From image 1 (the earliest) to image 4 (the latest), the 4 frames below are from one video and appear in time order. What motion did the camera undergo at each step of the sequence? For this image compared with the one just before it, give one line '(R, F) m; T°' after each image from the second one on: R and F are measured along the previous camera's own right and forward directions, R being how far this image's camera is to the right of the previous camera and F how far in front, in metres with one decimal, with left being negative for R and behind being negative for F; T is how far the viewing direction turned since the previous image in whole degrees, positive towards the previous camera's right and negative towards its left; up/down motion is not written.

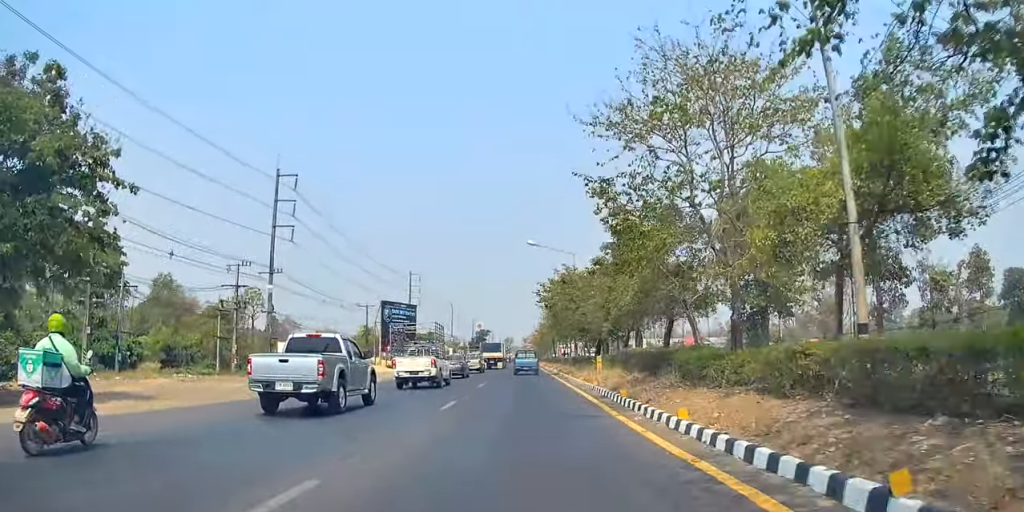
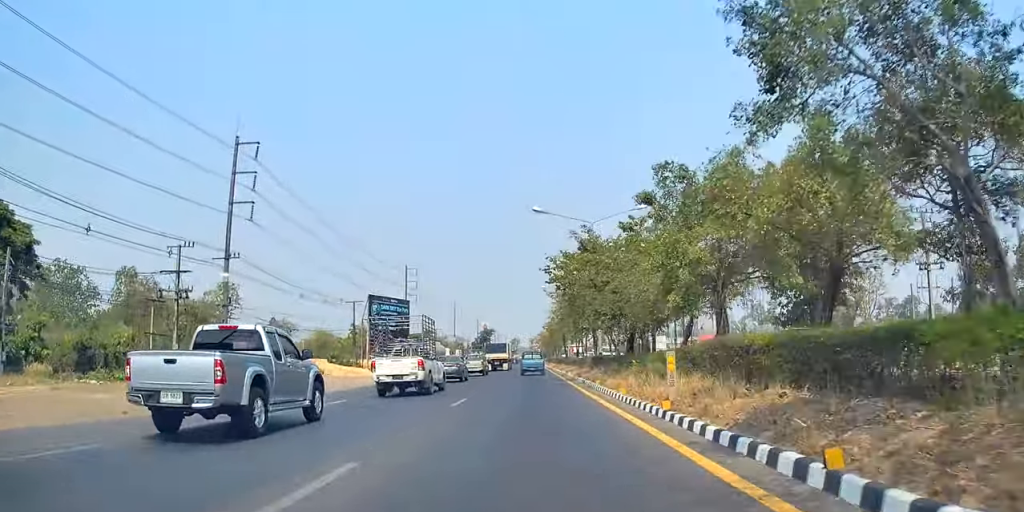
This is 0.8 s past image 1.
(-0.4, +11.0) m; -1°
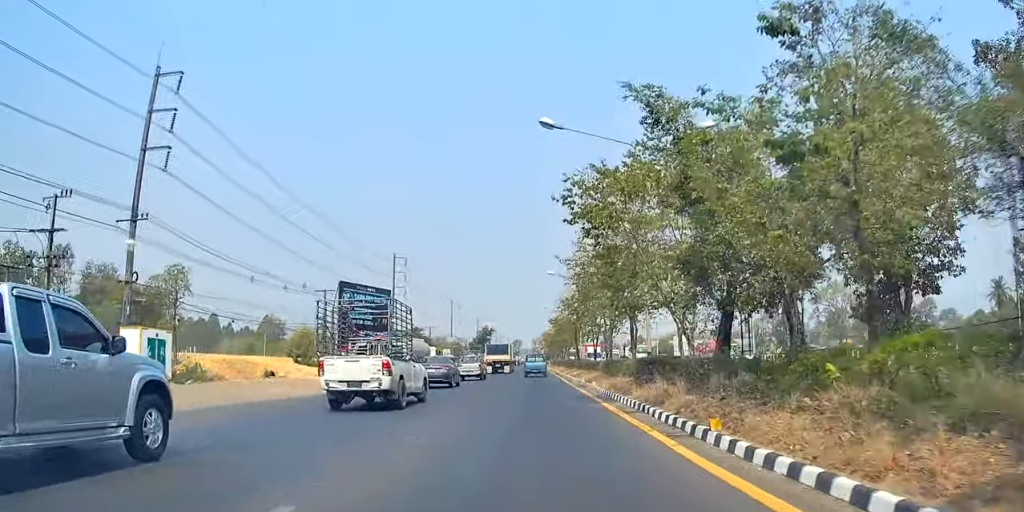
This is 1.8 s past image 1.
(+0.2, +14.3) m; 0°
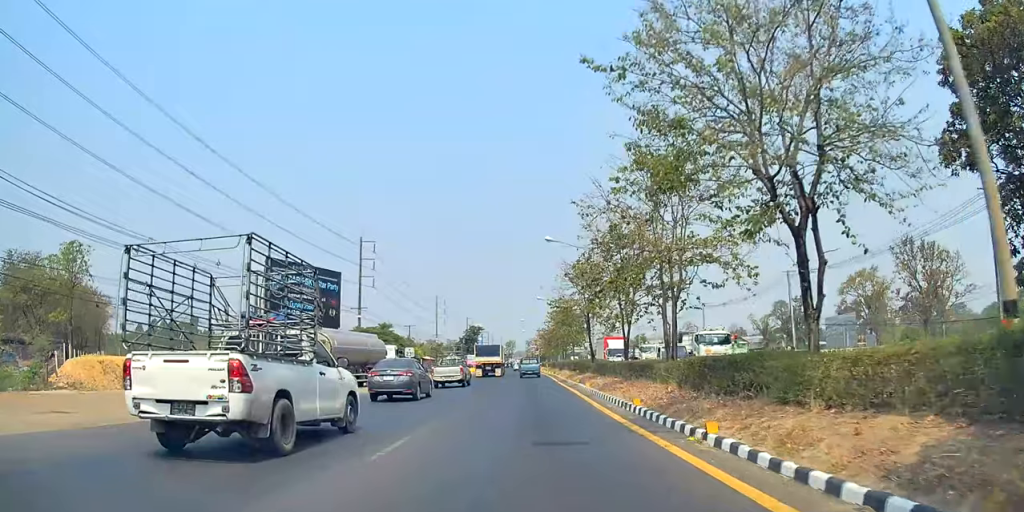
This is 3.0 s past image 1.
(-0.1, +17.1) m; +2°
